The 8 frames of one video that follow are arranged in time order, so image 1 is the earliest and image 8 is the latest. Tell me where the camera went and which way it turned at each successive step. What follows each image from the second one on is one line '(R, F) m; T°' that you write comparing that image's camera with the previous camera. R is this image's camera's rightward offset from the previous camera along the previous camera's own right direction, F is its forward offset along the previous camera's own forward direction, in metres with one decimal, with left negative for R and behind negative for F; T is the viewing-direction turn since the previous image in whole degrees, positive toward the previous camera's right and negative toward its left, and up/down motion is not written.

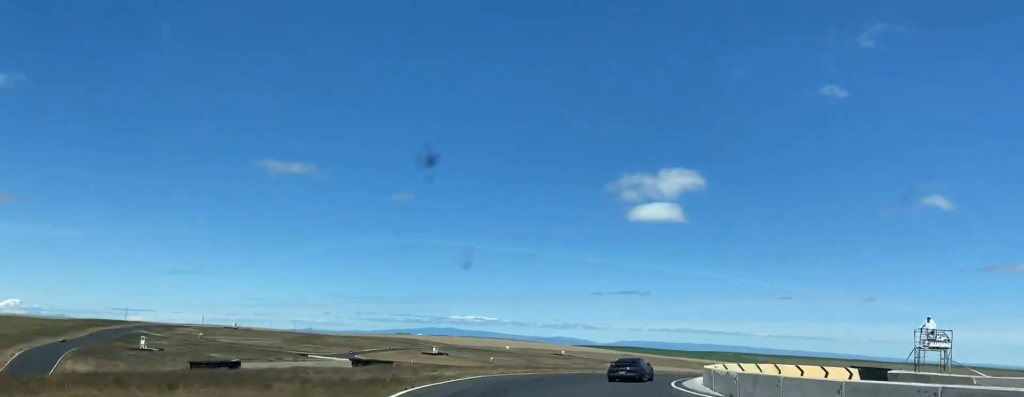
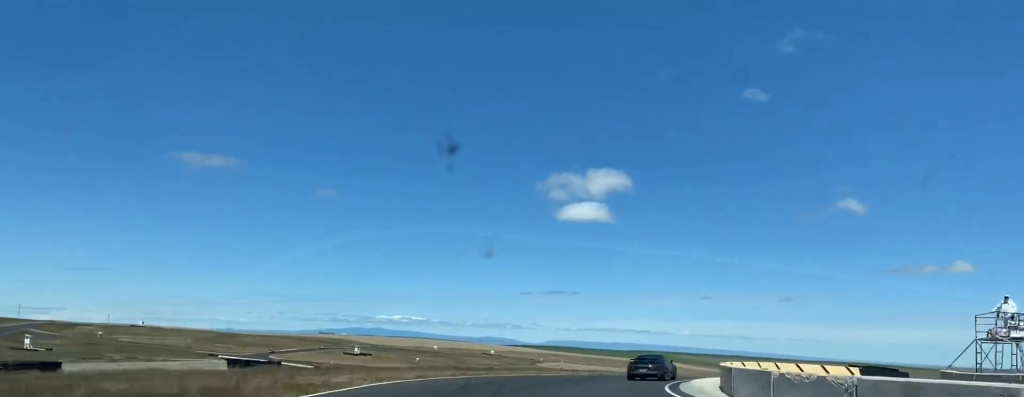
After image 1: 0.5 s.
(+0.8, +15.3) m; +5°
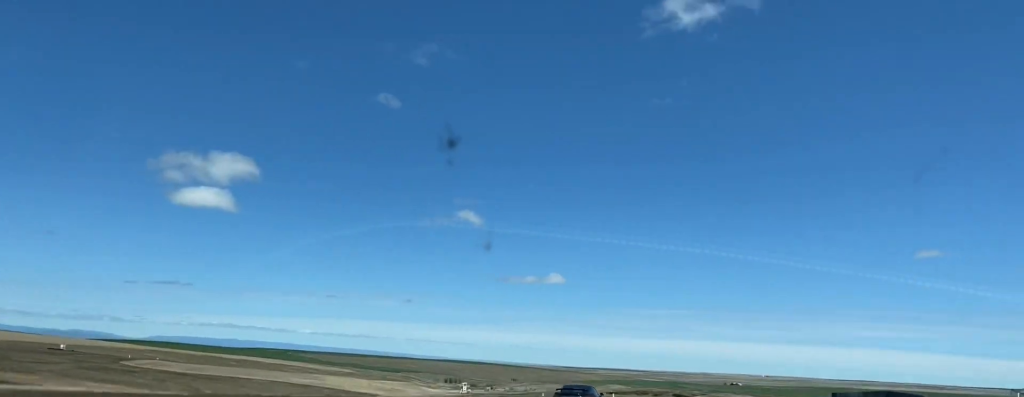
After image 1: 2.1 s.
(+9.0, +49.0) m; +24°
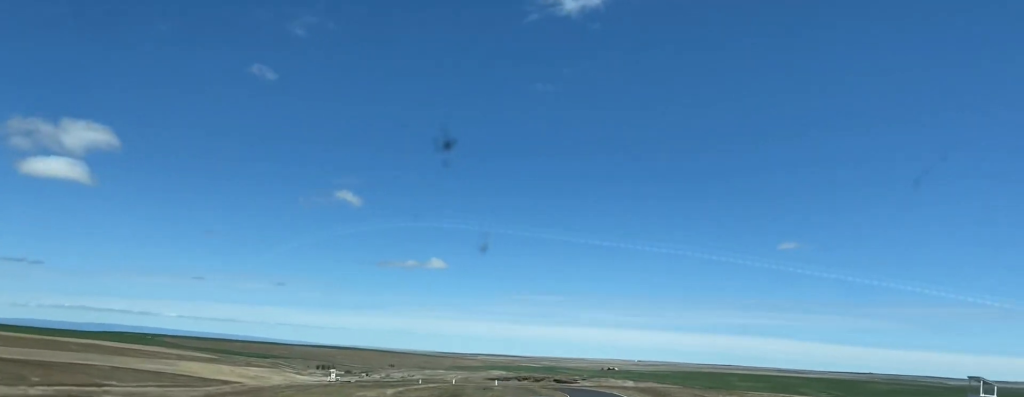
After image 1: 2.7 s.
(+2.1, +20.1) m; +7°
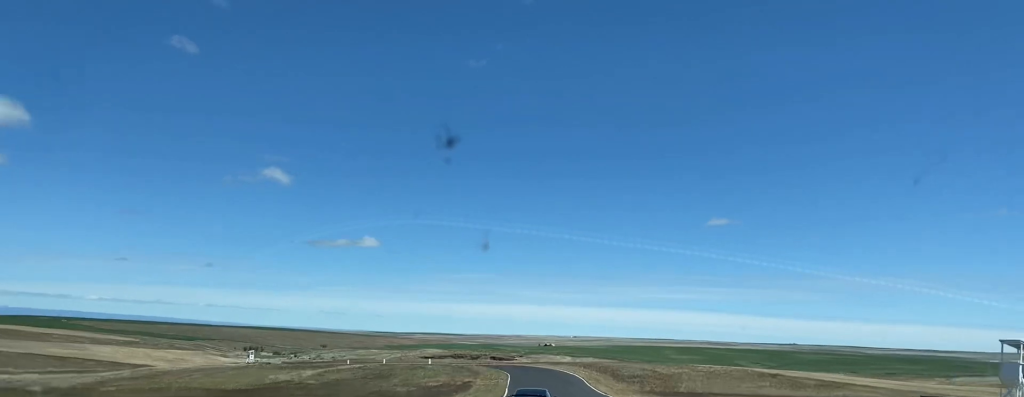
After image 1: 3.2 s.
(+0.5, +16.1) m; +5°
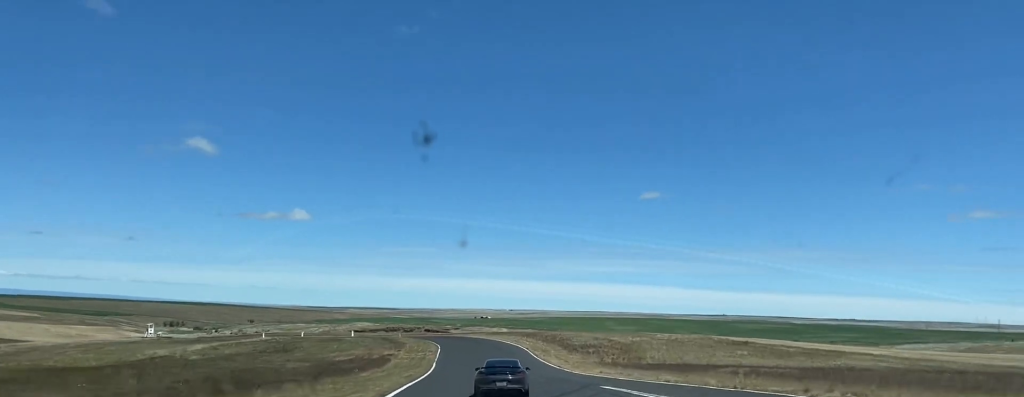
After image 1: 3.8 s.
(+1.1, +21.5) m; +4°
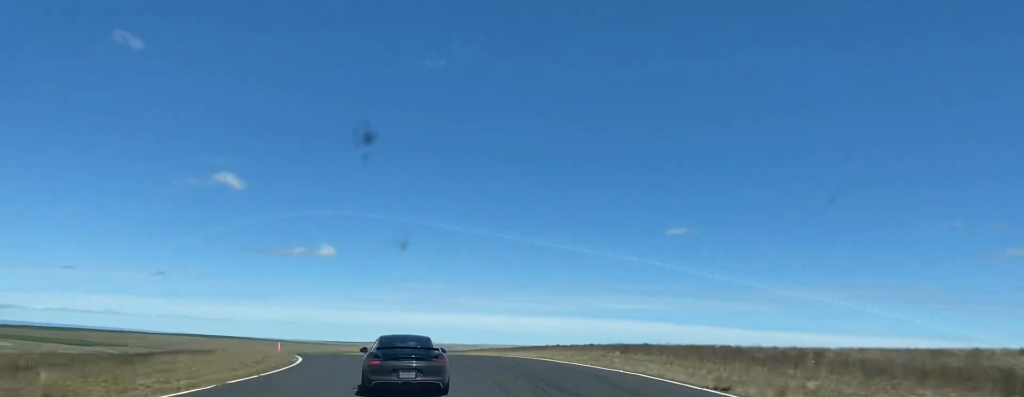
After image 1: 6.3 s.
(+2.3, +87.8) m; -3°
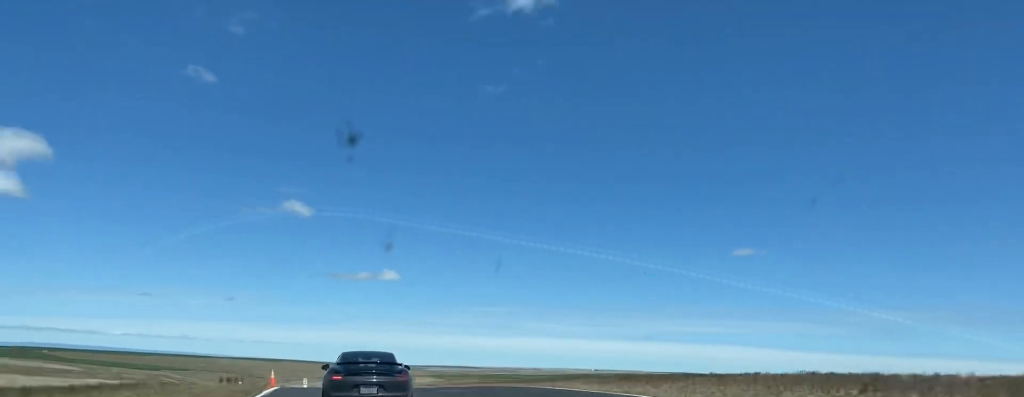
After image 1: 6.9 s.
(-0.5, +21.4) m; -4°
